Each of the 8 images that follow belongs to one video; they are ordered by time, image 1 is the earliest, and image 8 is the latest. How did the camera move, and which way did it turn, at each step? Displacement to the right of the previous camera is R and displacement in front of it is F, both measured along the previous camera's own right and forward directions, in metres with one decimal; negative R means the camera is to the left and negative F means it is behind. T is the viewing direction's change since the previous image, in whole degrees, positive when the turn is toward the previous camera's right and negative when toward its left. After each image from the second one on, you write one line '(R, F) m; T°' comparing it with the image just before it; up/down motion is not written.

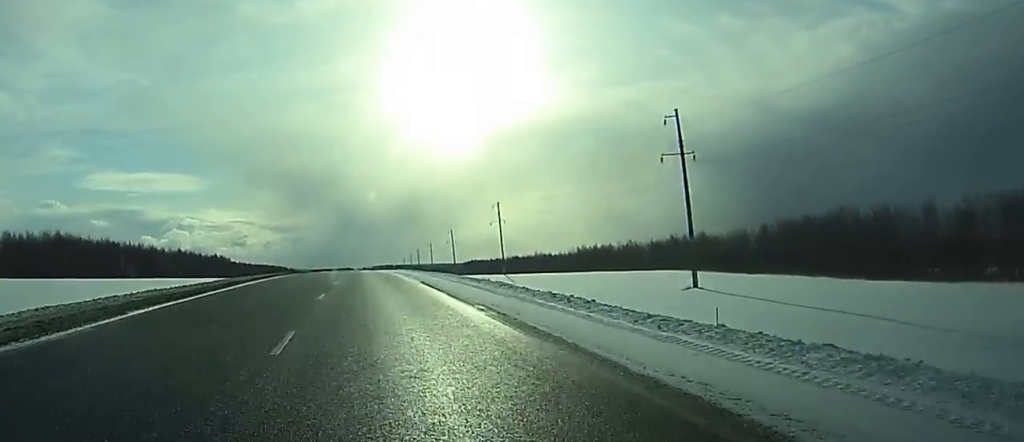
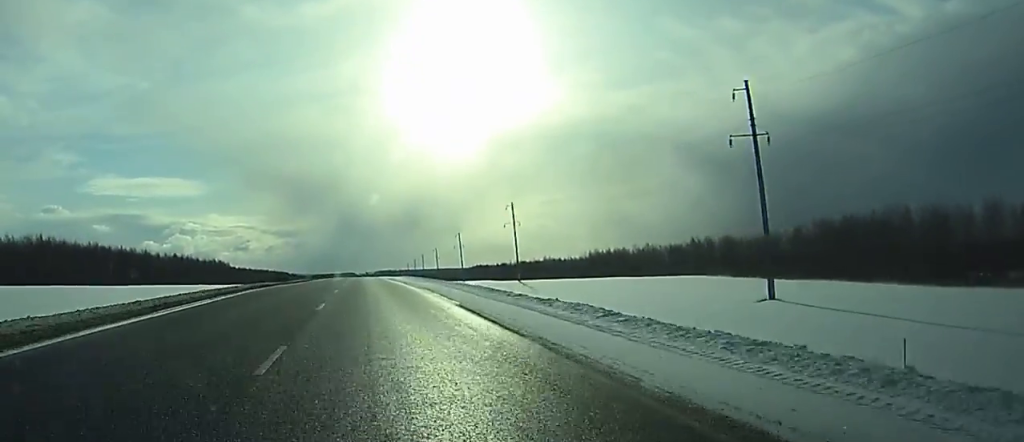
(0.0, +13.4) m; 0°
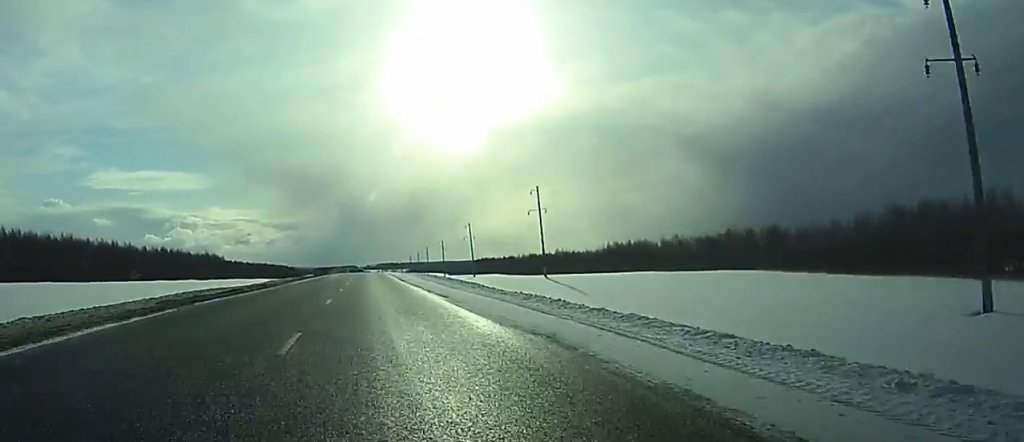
(0.0, +22.2) m; -1°
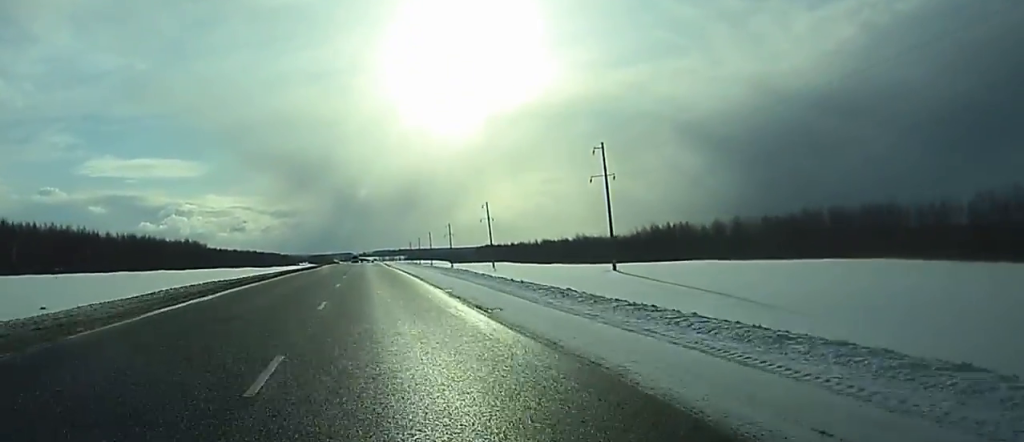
(-0.3, +40.0) m; 0°
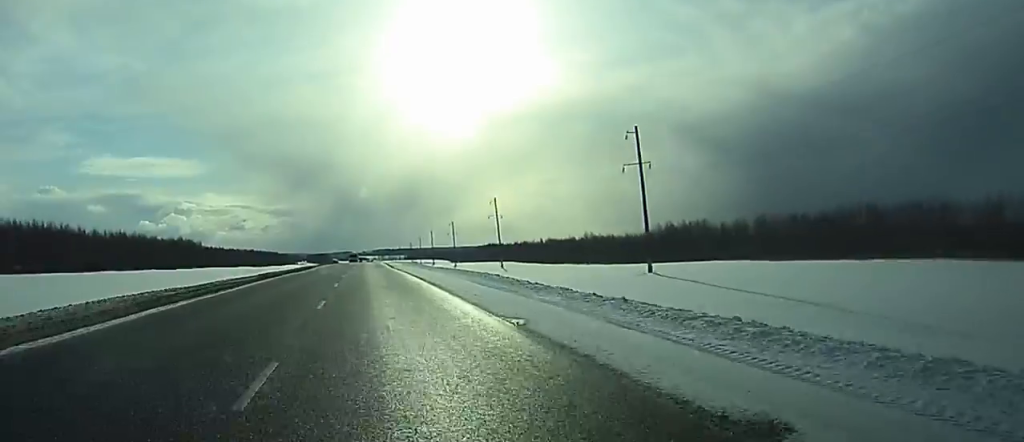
(+0.1, +12.7) m; 0°
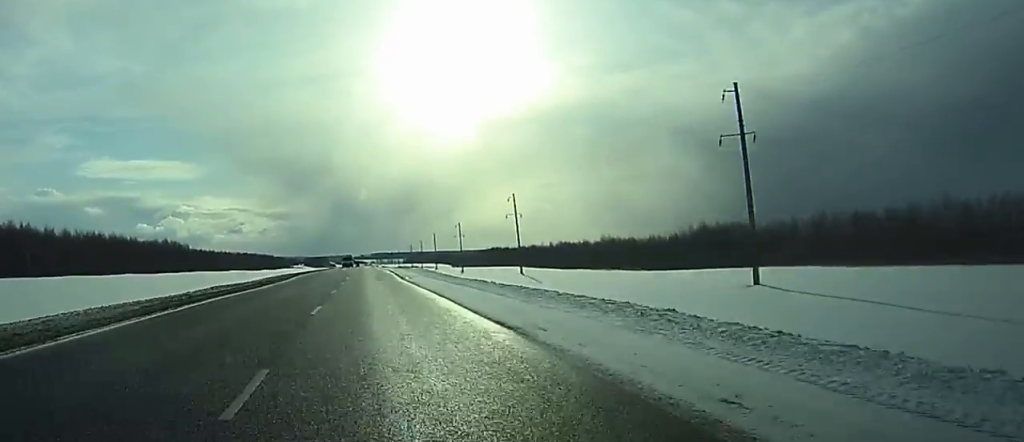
(0.0, +24.6) m; 0°
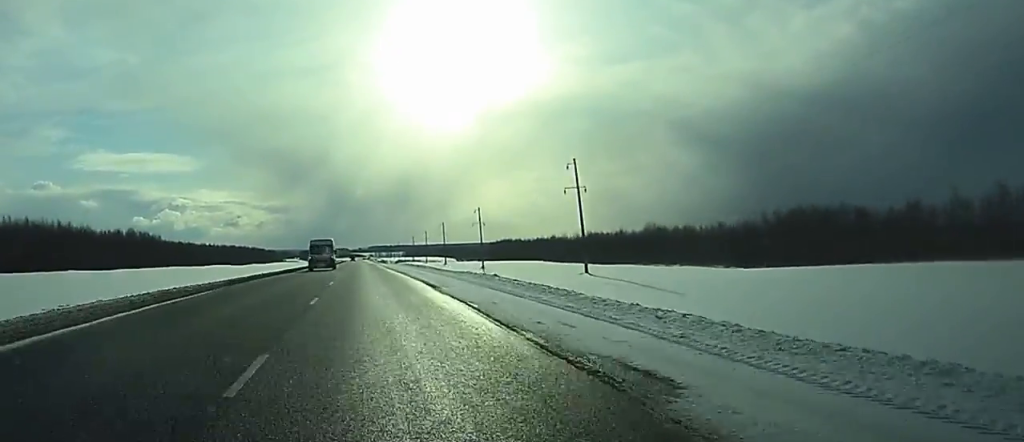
(0.0, +47.5) m; 0°
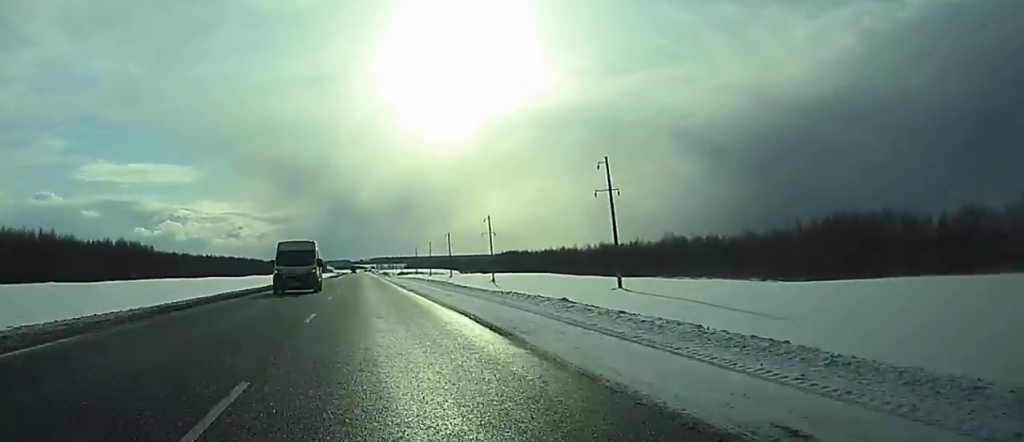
(0.0, +14.0) m; 0°
